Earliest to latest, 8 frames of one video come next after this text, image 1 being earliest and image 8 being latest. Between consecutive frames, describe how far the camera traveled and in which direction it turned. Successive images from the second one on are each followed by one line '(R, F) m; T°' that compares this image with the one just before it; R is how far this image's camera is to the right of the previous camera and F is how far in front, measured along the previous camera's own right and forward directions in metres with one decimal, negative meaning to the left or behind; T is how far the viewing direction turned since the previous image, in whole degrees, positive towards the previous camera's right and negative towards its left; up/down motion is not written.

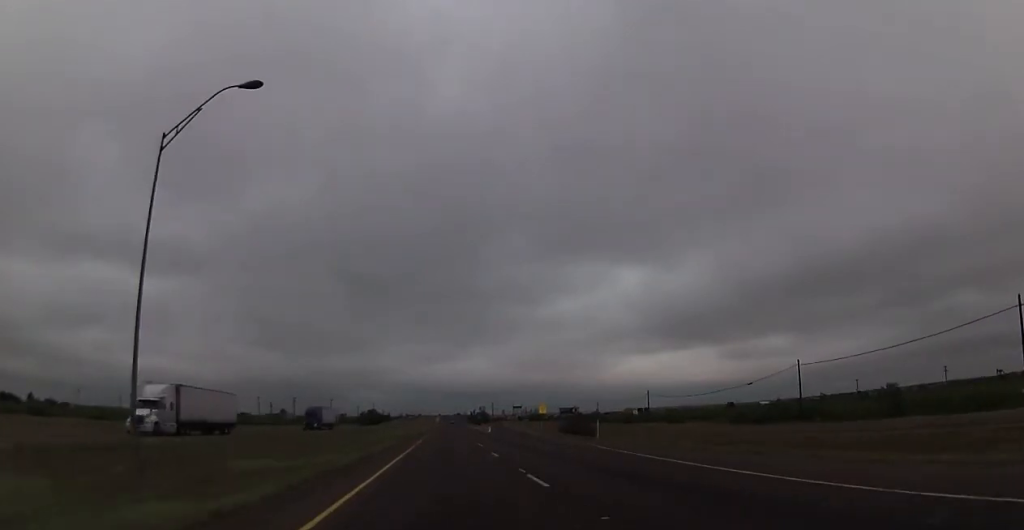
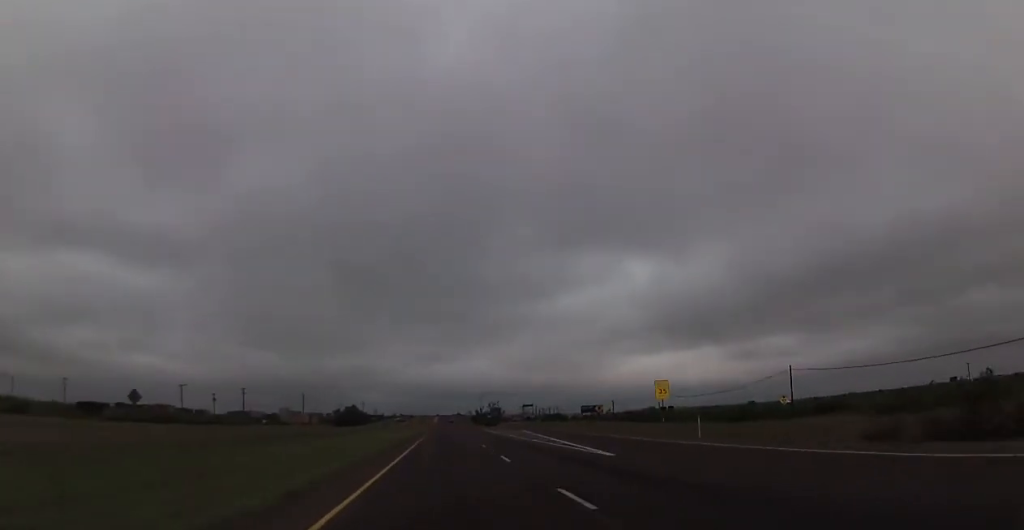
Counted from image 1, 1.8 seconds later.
(-0.6, +65.0) m; -1°
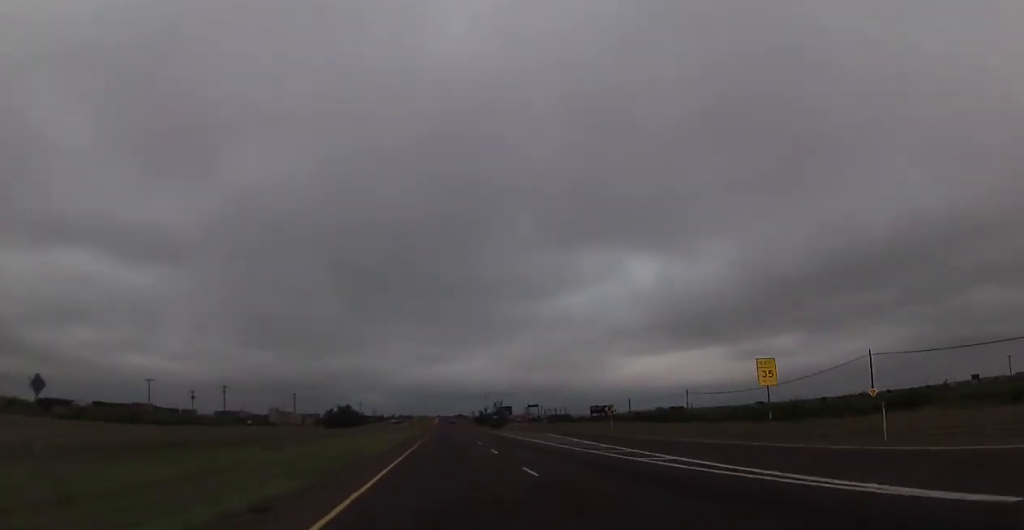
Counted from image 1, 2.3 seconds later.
(-0.2, +18.4) m; 0°
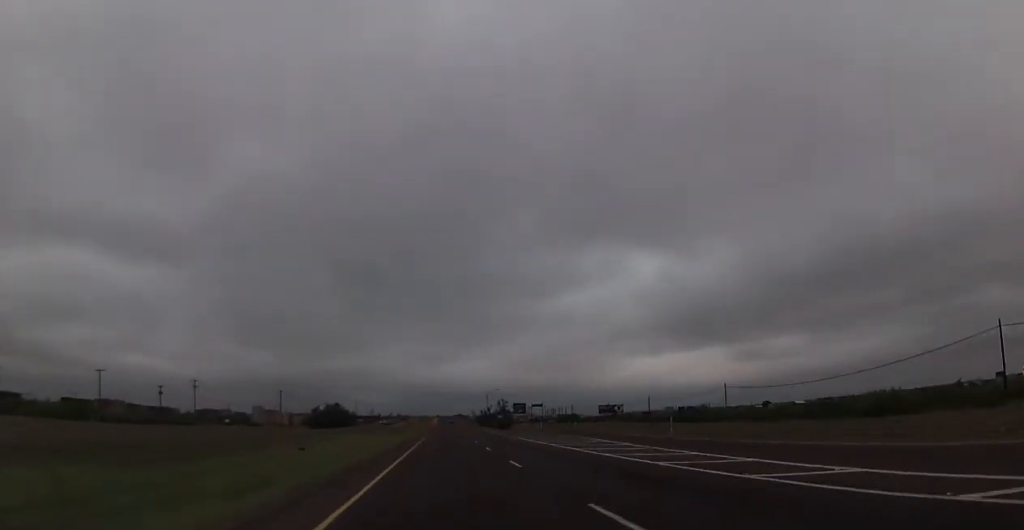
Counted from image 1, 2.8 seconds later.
(+0.3, +20.8) m; 0°
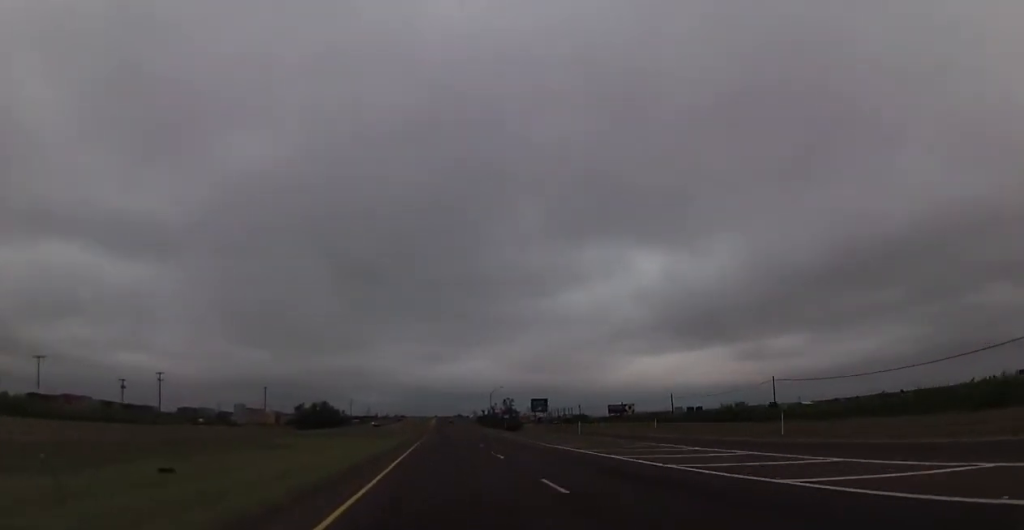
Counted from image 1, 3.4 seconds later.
(+0.1, +19.6) m; 0°
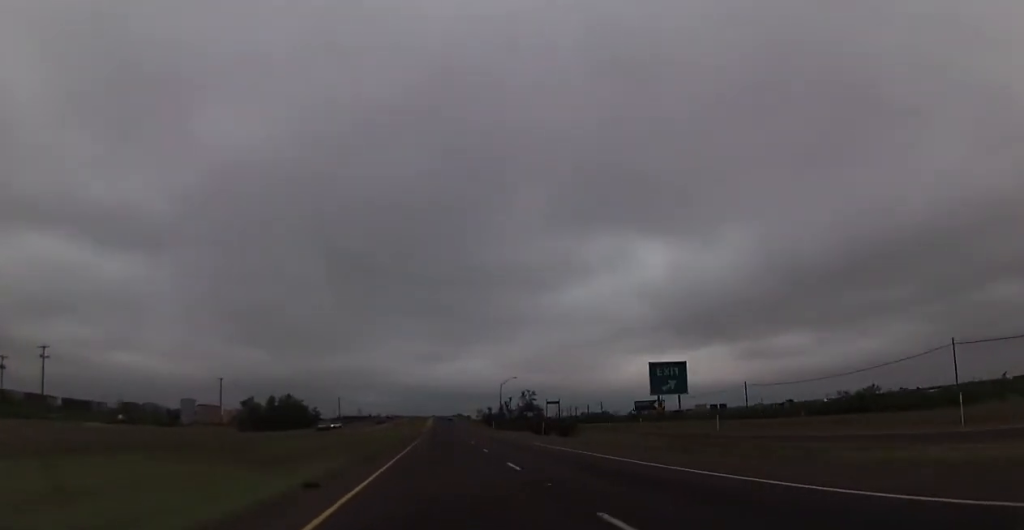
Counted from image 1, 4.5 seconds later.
(-0.2, +42.9) m; -1°
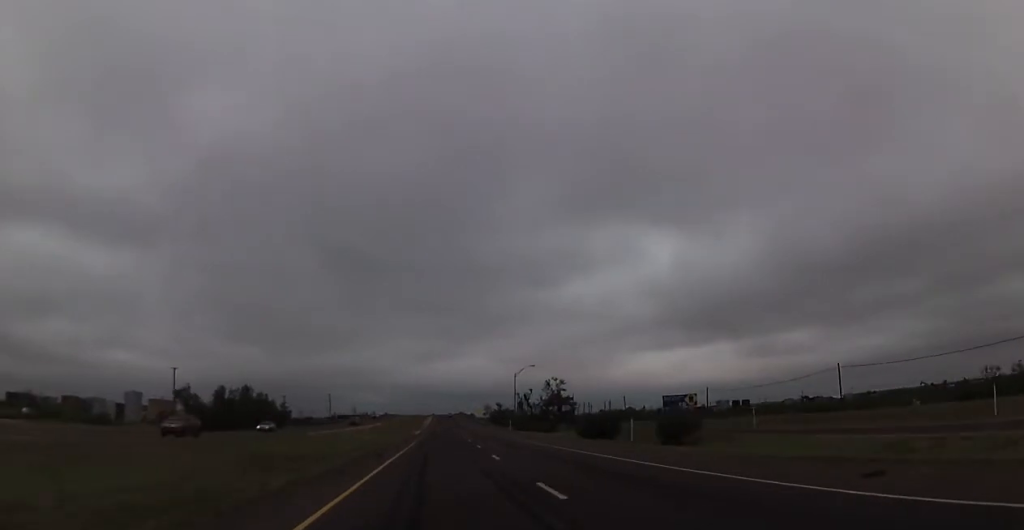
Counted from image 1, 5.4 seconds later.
(-0.3, +31.9) m; 0°
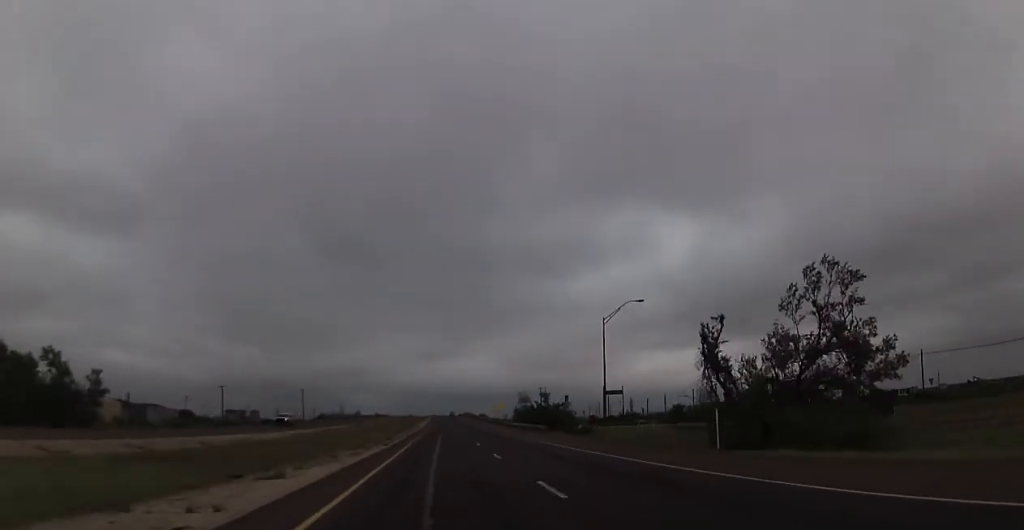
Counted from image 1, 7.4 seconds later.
(+0.8, +73.3) m; 0°
